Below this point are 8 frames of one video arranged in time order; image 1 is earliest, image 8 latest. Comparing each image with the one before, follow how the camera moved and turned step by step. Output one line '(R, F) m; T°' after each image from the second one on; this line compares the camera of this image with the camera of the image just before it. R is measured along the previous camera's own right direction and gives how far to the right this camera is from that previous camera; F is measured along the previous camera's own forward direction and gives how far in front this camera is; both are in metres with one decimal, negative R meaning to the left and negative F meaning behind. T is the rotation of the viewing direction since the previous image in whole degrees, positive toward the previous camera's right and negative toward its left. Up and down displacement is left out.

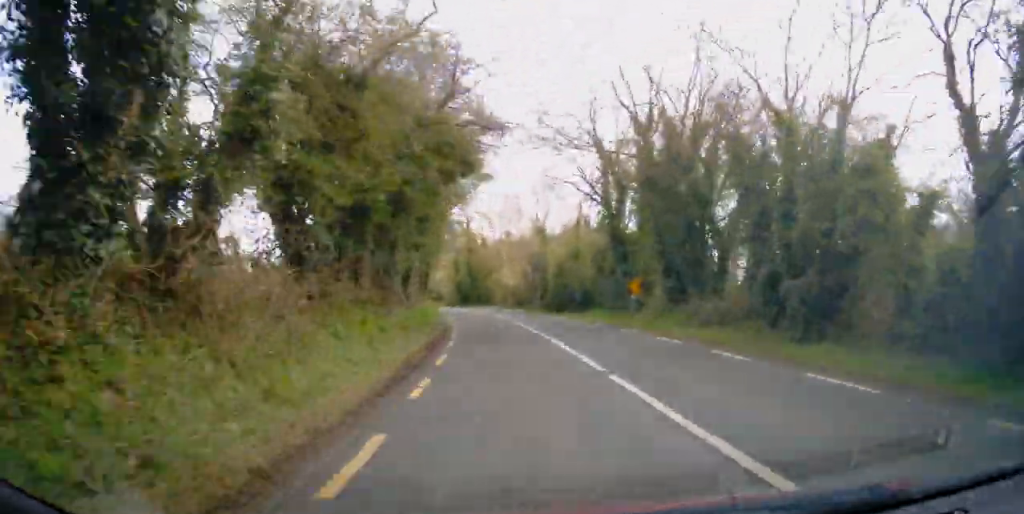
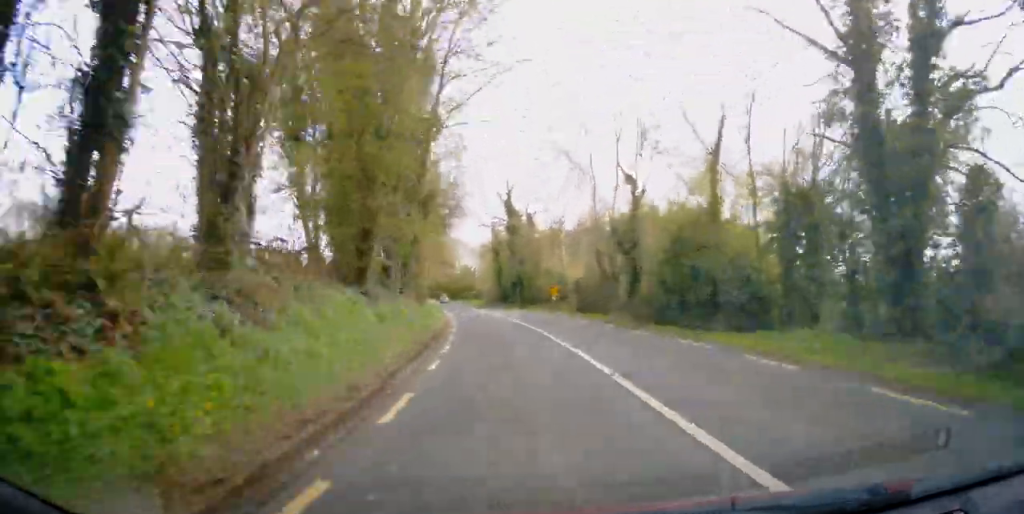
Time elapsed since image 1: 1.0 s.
(-1.1, +22.0) m; -5°
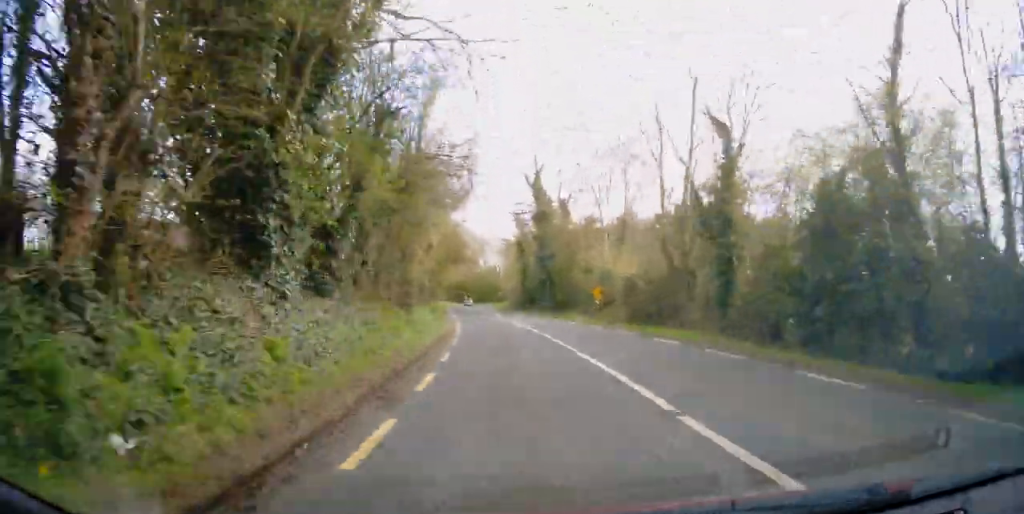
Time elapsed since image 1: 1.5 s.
(-0.2, +9.8) m; -2°
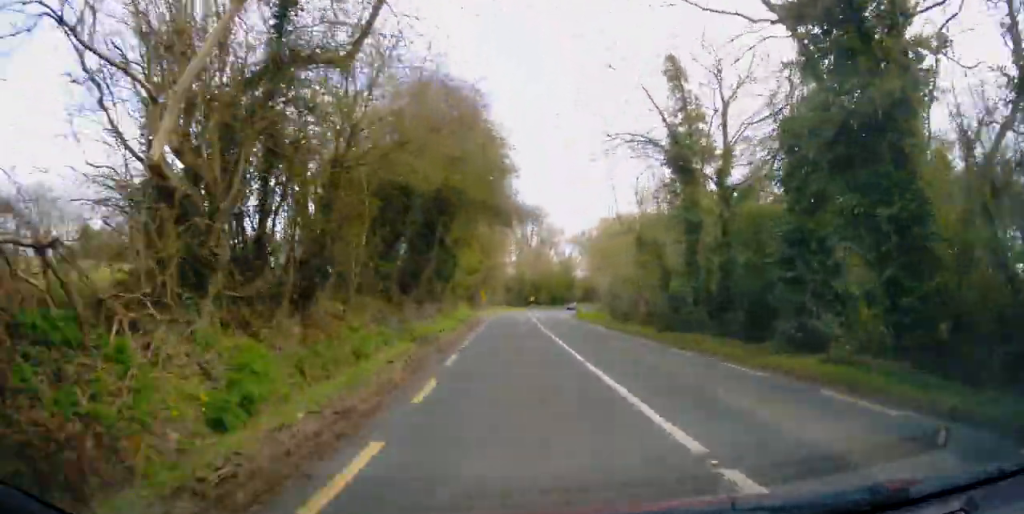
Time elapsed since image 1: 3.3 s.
(-1.9, +37.0) m; -7°
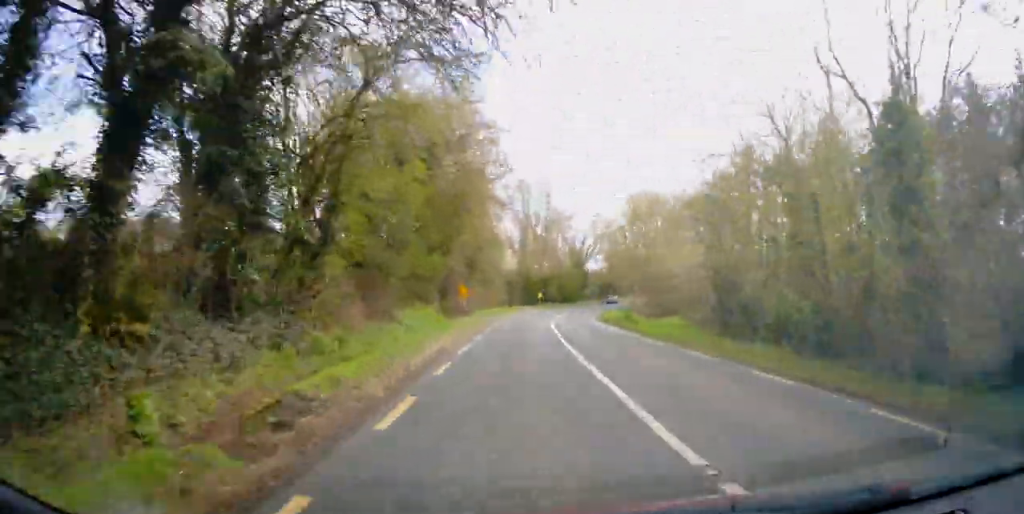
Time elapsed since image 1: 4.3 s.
(-1.2, +21.7) m; -4°
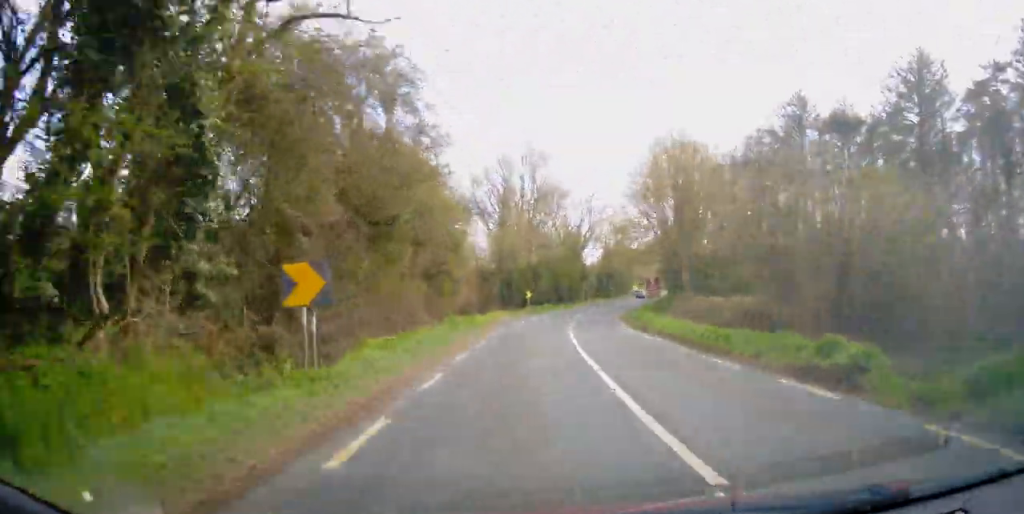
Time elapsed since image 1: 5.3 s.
(-0.4, +21.7) m; +1°
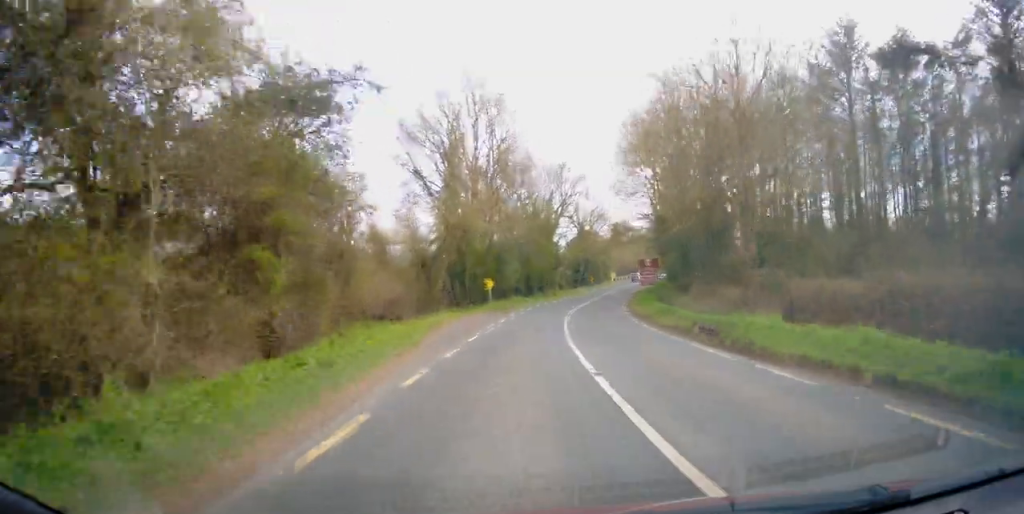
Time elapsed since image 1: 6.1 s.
(+0.5, +15.9) m; +3°
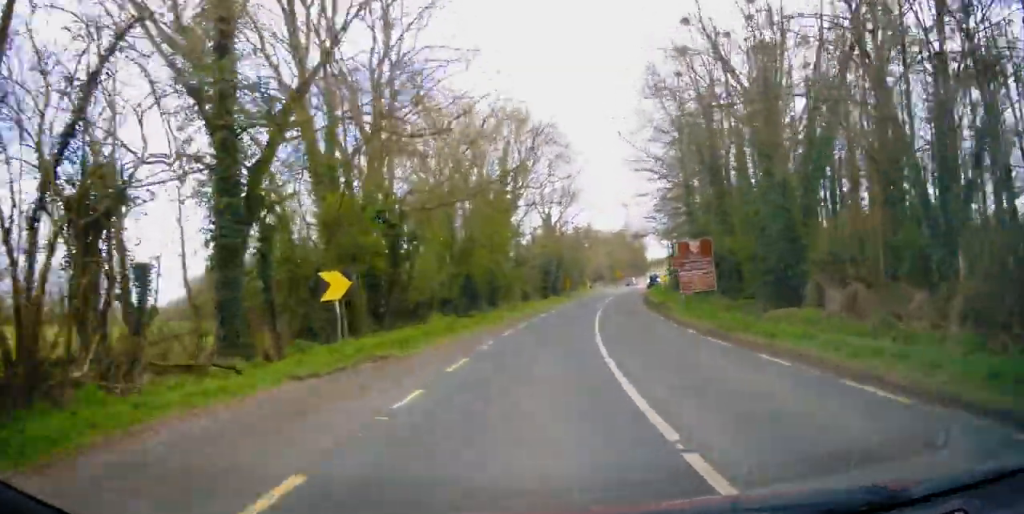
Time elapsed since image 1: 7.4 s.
(+1.1, +26.3) m; +5°
